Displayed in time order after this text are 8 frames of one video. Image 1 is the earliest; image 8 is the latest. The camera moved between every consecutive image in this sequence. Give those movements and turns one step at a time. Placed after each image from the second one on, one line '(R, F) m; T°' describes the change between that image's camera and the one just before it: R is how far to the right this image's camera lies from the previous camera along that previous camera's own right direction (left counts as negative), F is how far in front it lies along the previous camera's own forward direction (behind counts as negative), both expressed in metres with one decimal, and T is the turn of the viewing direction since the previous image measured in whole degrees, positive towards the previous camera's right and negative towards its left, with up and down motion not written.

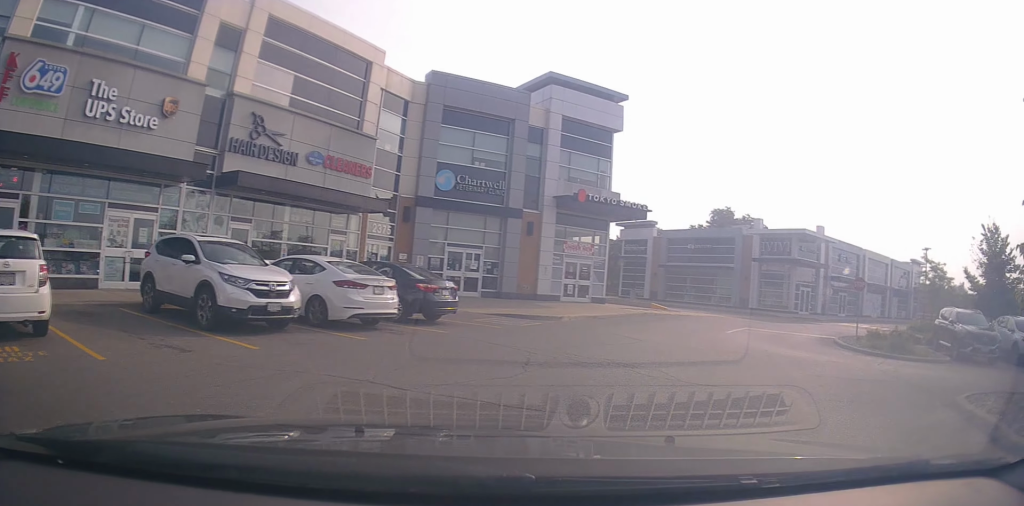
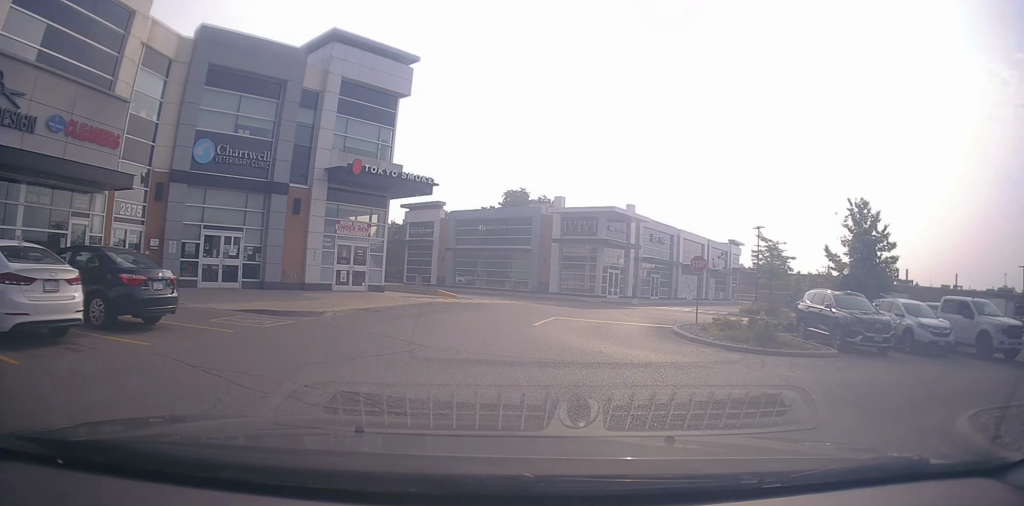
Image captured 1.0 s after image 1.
(+0.7, +3.9) m; +13°
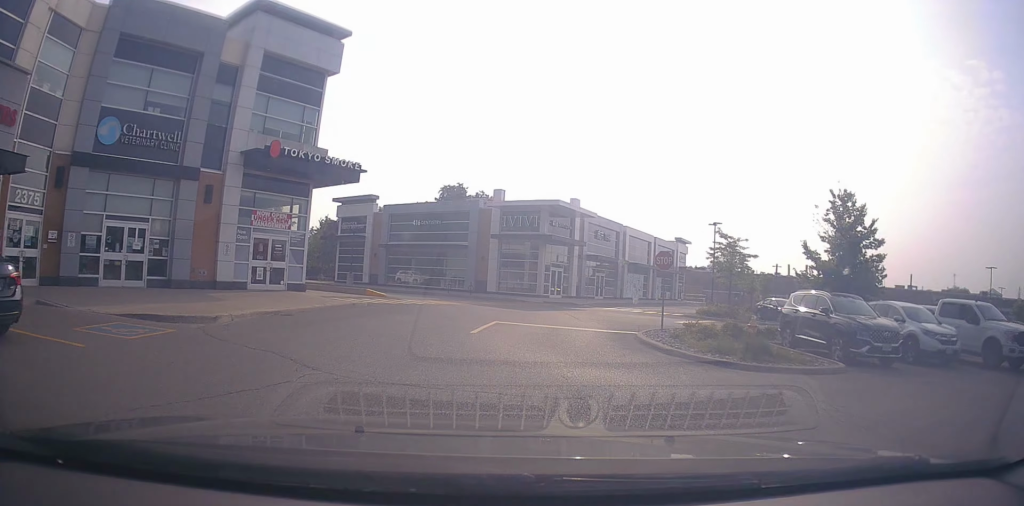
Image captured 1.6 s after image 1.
(+0.2, +3.0) m; +5°
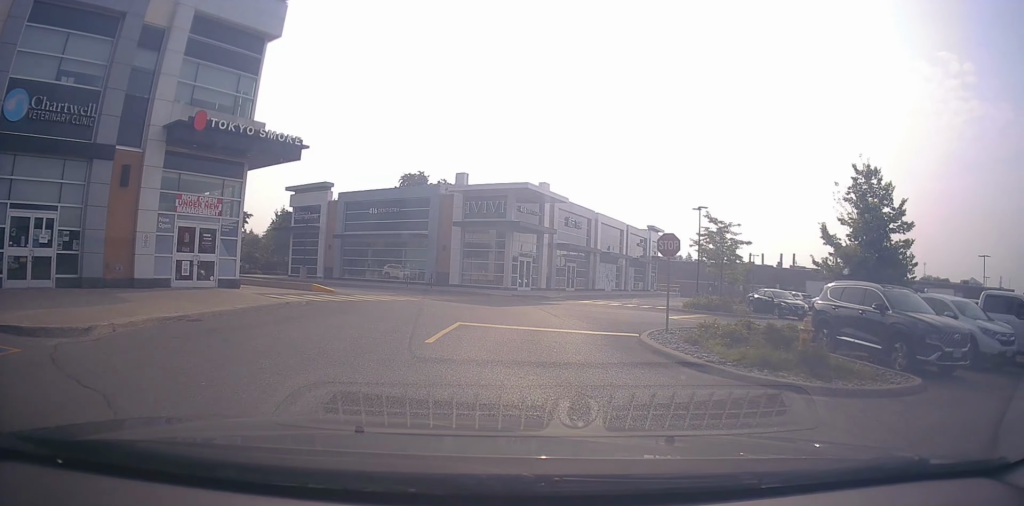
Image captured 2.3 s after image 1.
(+0.1, +3.6) m; +3°
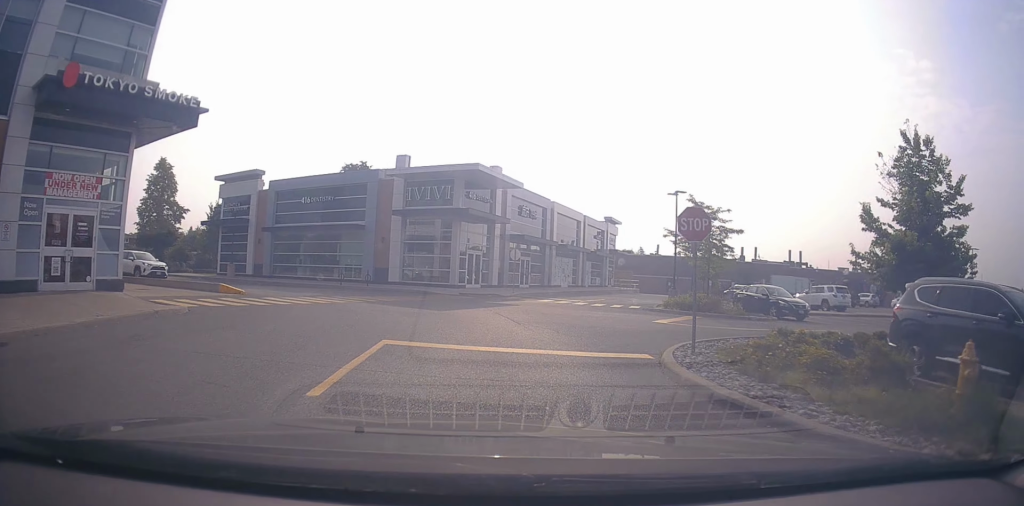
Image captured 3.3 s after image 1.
(+0.2, +5.0) m; +1°
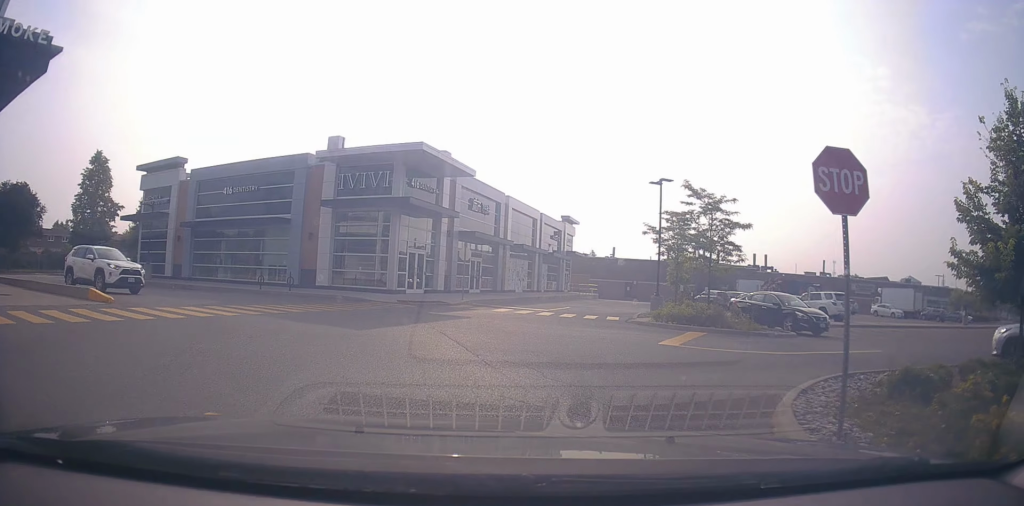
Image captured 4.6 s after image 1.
(+0.2, +5.6) m; +12°
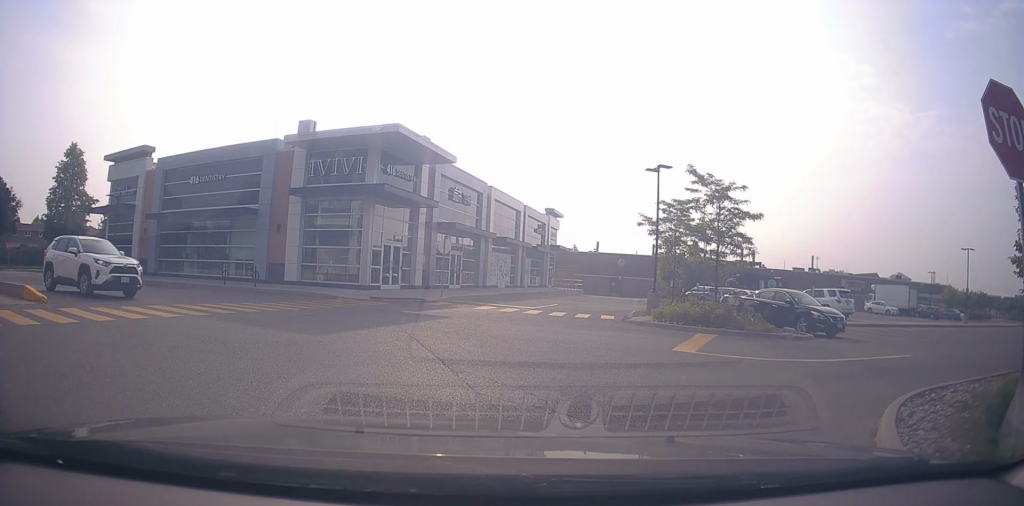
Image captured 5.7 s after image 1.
(+0.3, +2.7) m; +7°
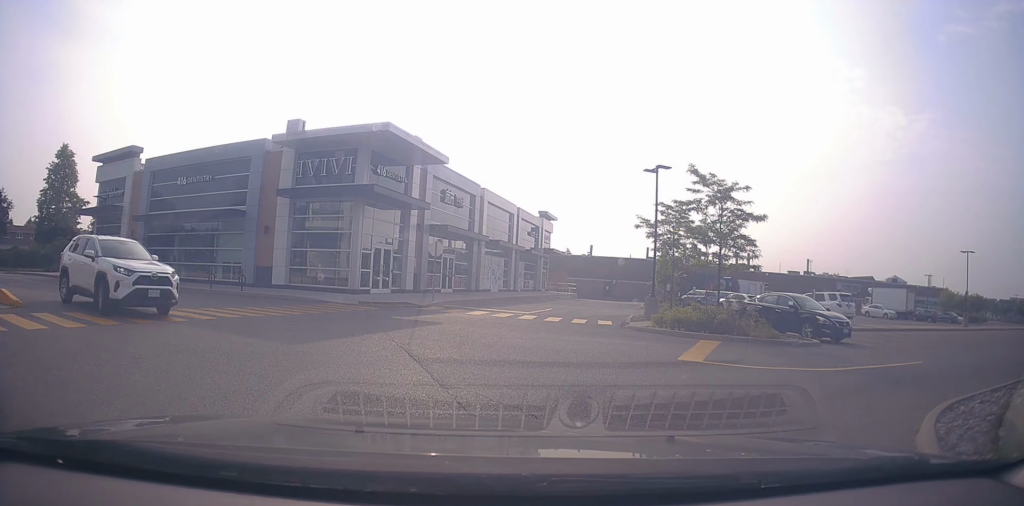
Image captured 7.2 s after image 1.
(0.0, +1.2) m; -1°
